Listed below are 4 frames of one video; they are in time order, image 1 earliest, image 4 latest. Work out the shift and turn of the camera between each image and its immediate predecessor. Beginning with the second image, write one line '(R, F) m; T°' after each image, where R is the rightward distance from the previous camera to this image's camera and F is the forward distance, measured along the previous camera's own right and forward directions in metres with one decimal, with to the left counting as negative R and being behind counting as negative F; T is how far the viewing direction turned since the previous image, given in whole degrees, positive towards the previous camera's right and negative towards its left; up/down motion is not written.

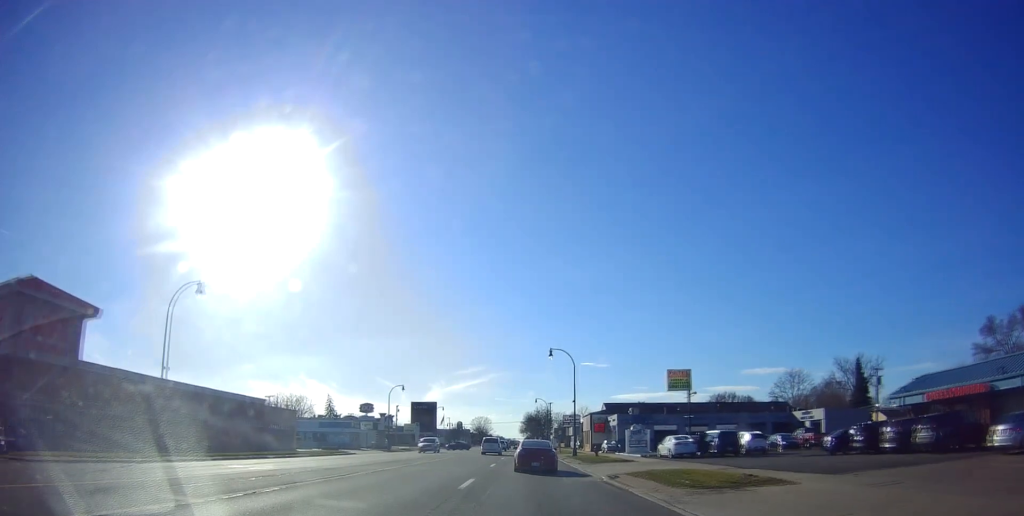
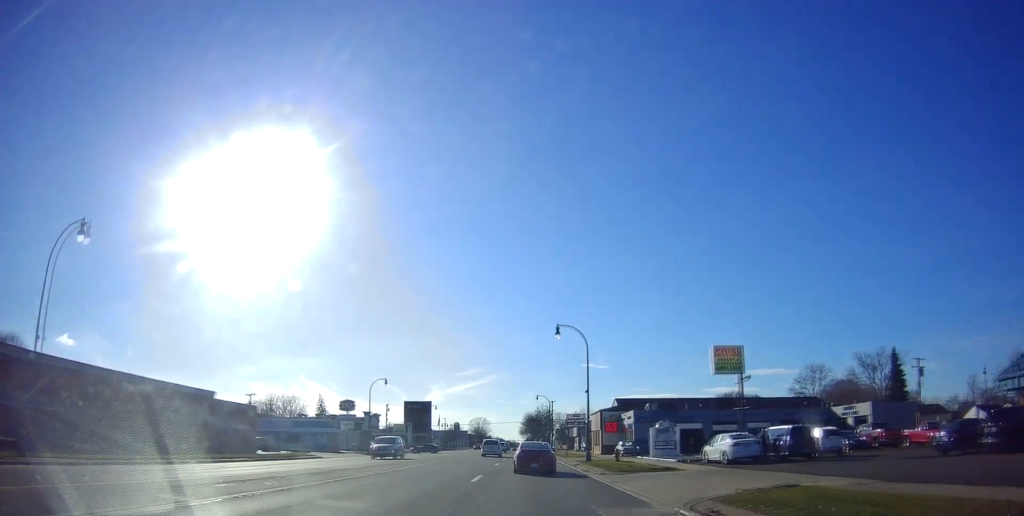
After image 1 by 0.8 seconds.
(-0.1, +9.8) m; -1°
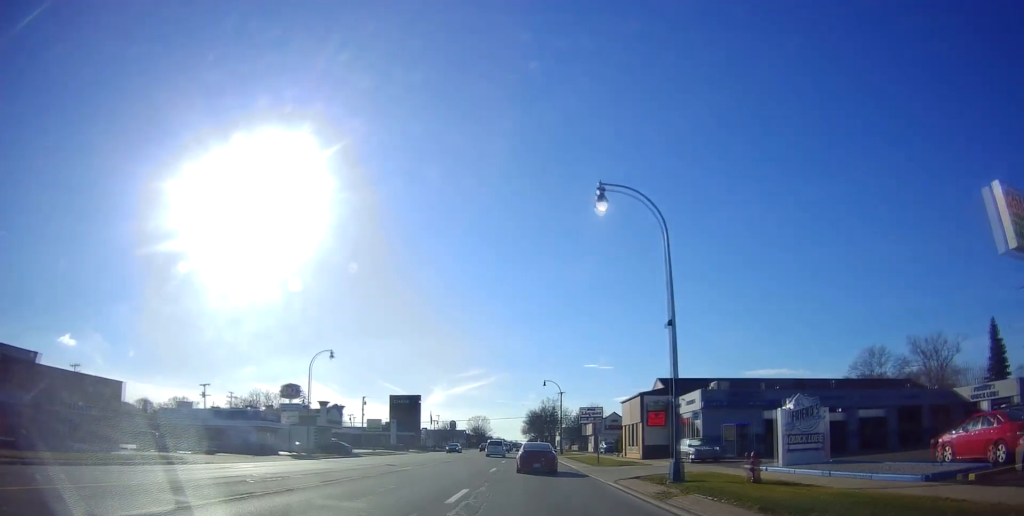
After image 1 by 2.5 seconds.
(-0.3, +19.9) m; -2°
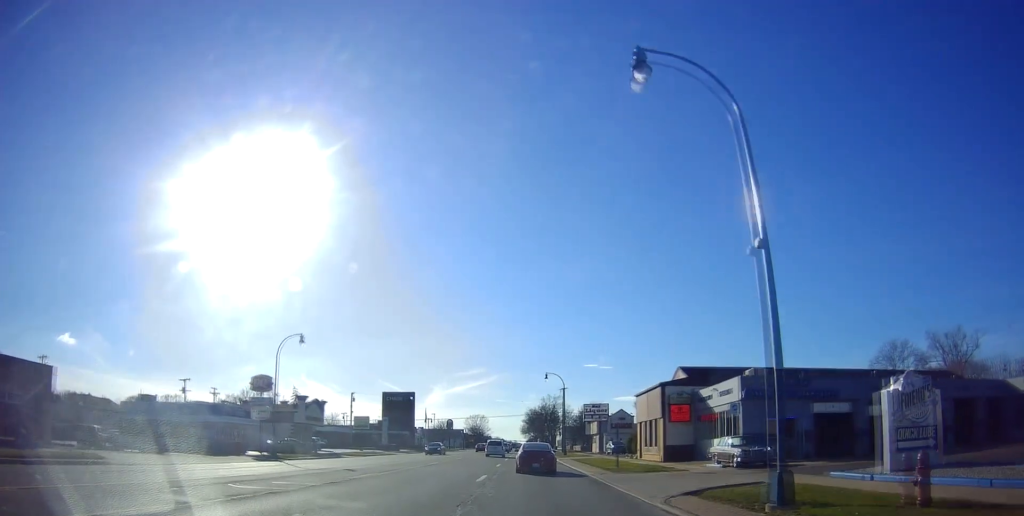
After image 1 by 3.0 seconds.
(0.0, +5.9) m; -1°
